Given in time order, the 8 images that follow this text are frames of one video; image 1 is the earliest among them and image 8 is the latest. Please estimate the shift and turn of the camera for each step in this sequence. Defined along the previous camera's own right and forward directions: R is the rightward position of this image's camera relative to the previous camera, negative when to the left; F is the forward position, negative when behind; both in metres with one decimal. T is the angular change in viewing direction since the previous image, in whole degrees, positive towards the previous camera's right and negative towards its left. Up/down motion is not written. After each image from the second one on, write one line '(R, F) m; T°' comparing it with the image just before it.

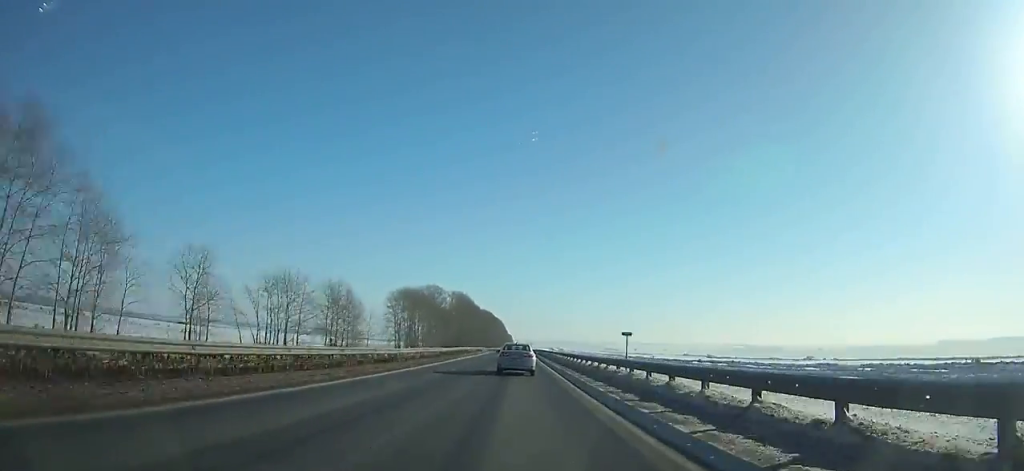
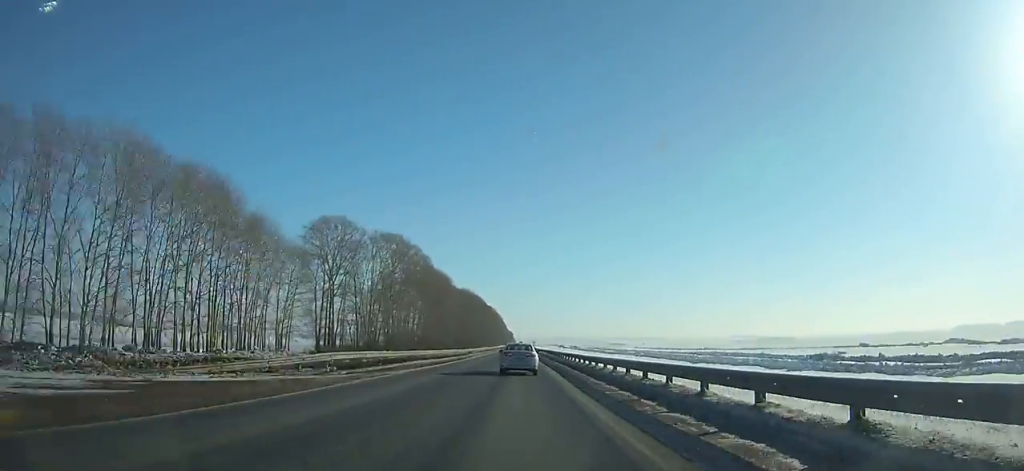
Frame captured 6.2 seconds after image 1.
(+0.2, +139.0) m; 0°
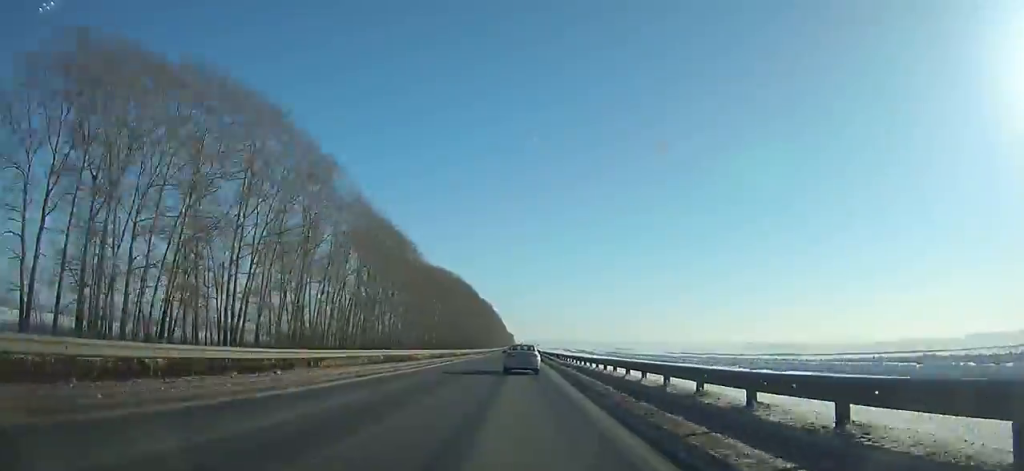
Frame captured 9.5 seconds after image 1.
(-0.2, +73.9) m; 0°
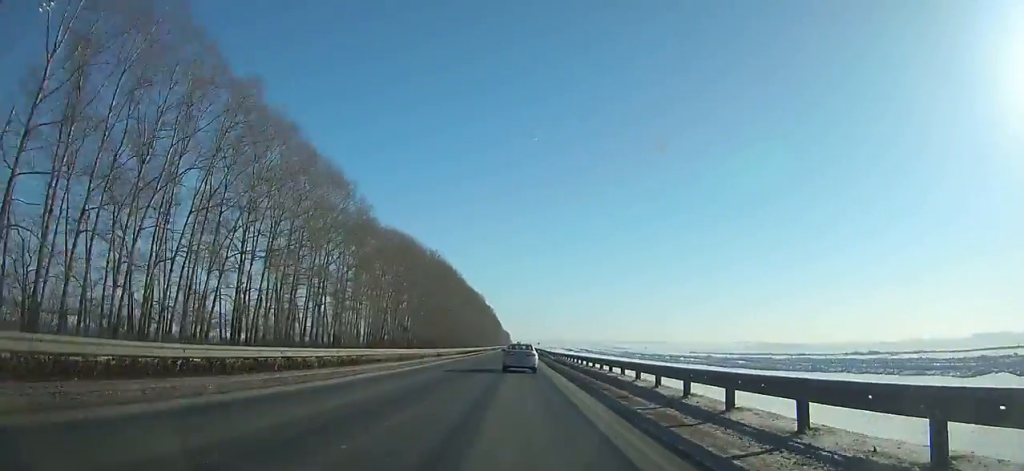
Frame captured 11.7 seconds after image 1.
(0.0, +49.2) m; 0°
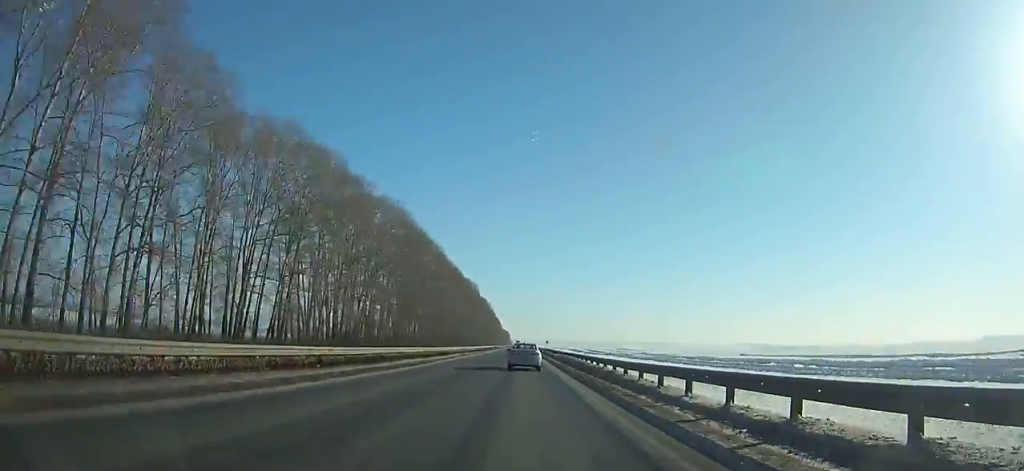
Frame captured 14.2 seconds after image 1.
(0.0, +55.8) m; 0°
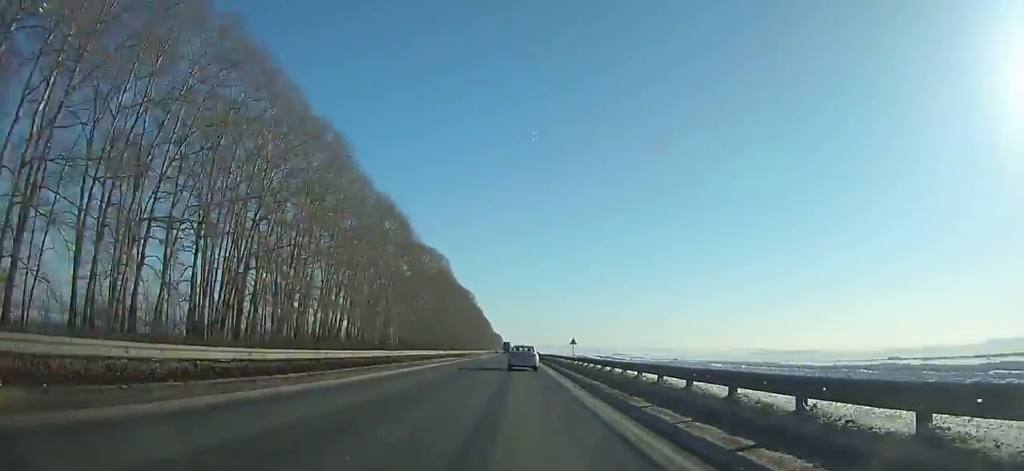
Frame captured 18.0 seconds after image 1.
(+0.3, +84.8) m; 0°
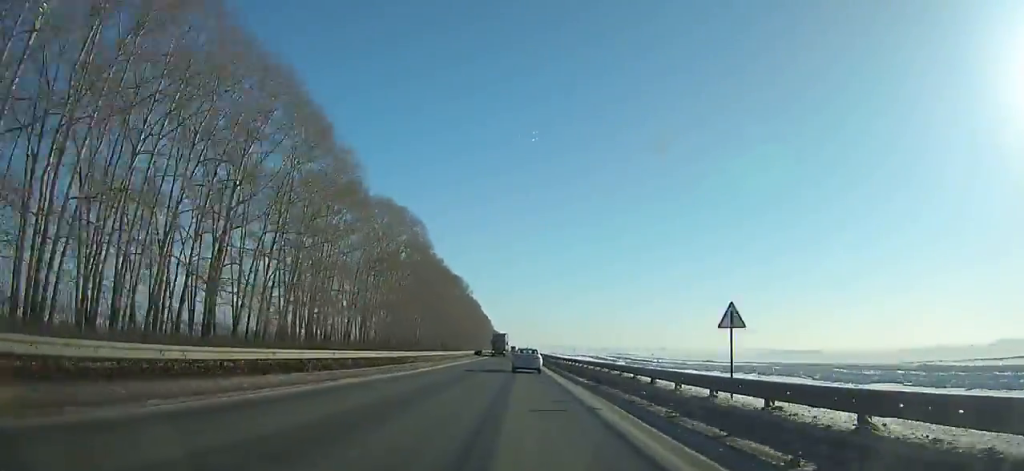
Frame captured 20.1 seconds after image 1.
(0.0, +47.1) m; 0°
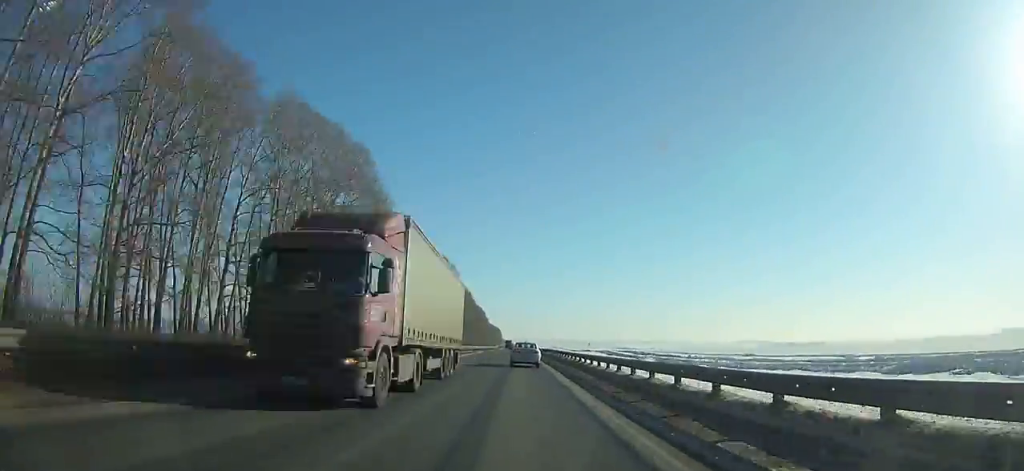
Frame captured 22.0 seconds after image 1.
(+0.1, +43.0) m; 0°
